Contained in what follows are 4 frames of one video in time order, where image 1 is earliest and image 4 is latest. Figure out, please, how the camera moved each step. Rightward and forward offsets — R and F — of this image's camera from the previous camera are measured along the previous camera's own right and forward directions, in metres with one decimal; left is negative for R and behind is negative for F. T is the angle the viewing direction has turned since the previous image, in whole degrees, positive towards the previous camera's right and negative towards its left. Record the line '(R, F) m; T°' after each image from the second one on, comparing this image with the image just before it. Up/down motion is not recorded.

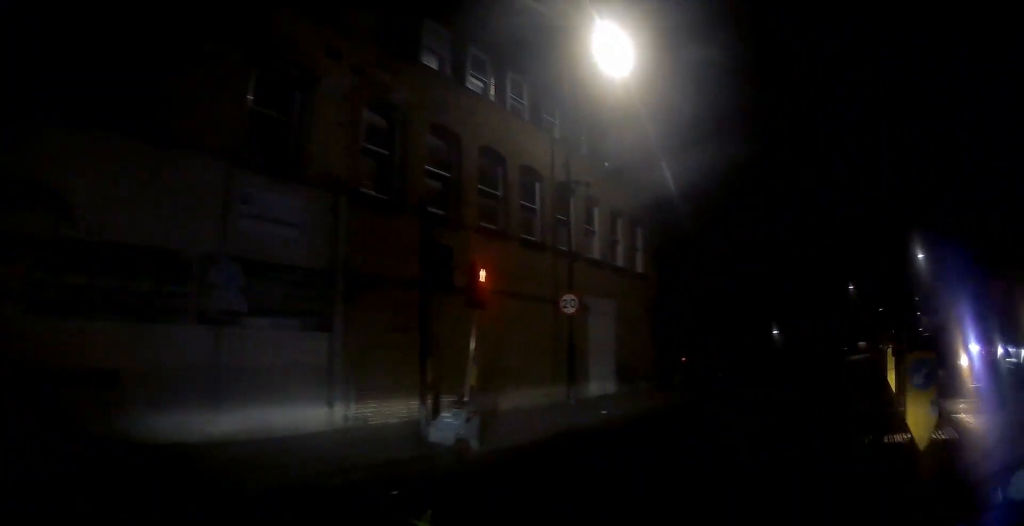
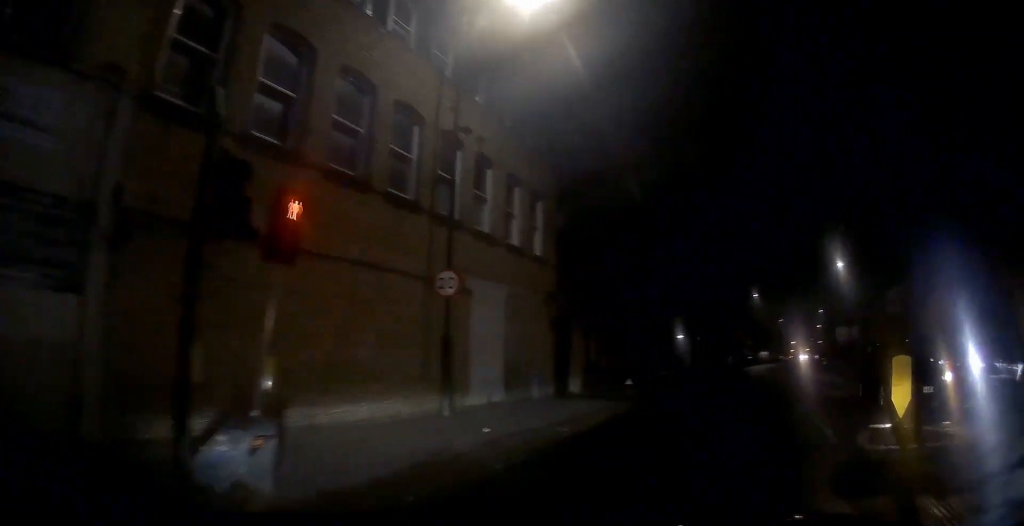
(+0.4, +3.7) m; +11°
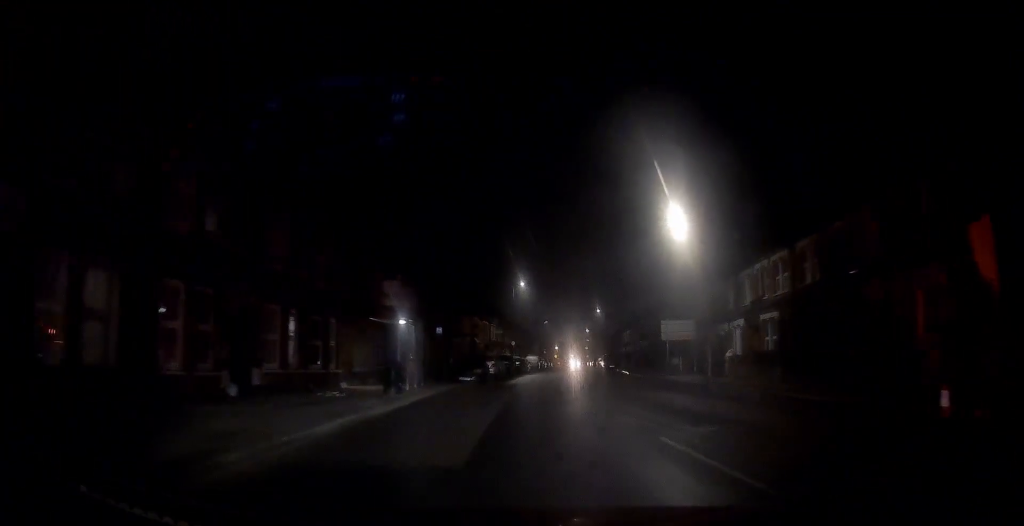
(+5.4, +18.0) m; +25°
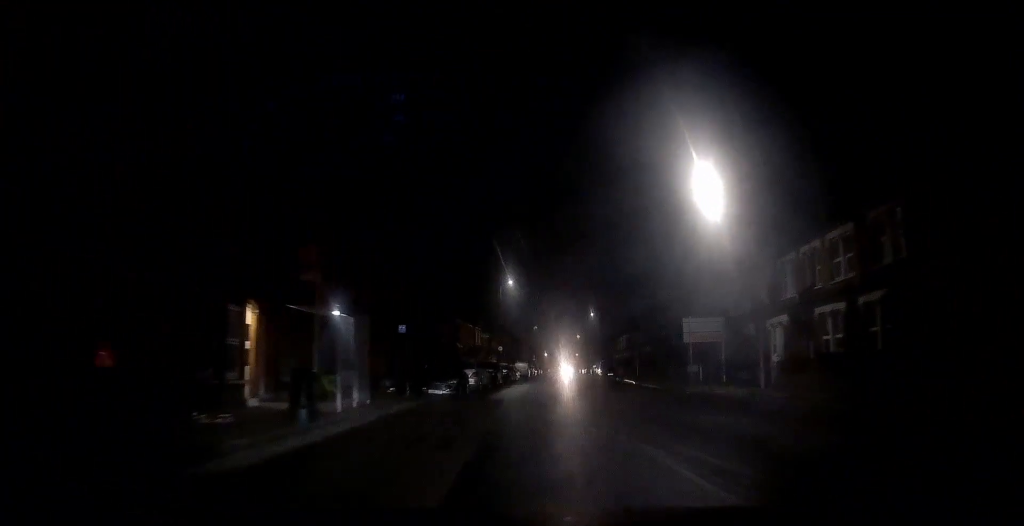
(+0.1, +6.8) m; +1°
